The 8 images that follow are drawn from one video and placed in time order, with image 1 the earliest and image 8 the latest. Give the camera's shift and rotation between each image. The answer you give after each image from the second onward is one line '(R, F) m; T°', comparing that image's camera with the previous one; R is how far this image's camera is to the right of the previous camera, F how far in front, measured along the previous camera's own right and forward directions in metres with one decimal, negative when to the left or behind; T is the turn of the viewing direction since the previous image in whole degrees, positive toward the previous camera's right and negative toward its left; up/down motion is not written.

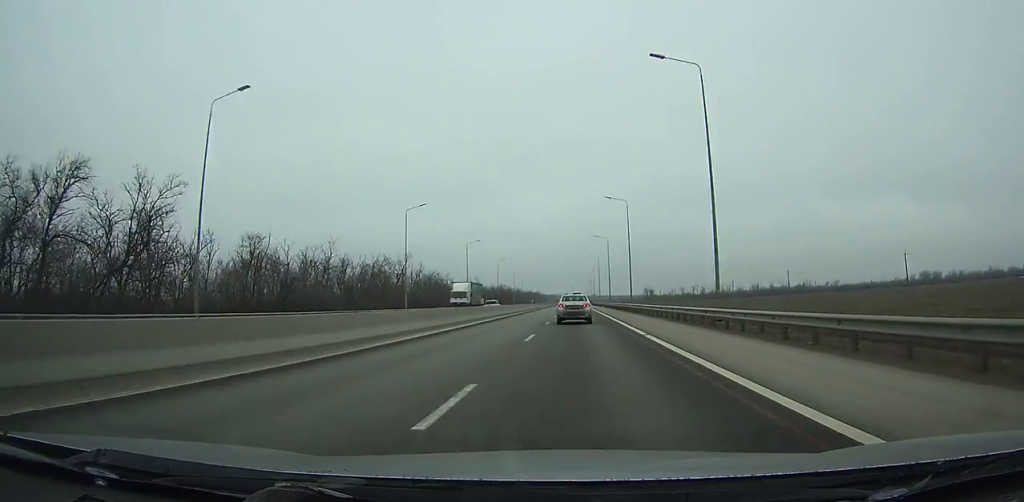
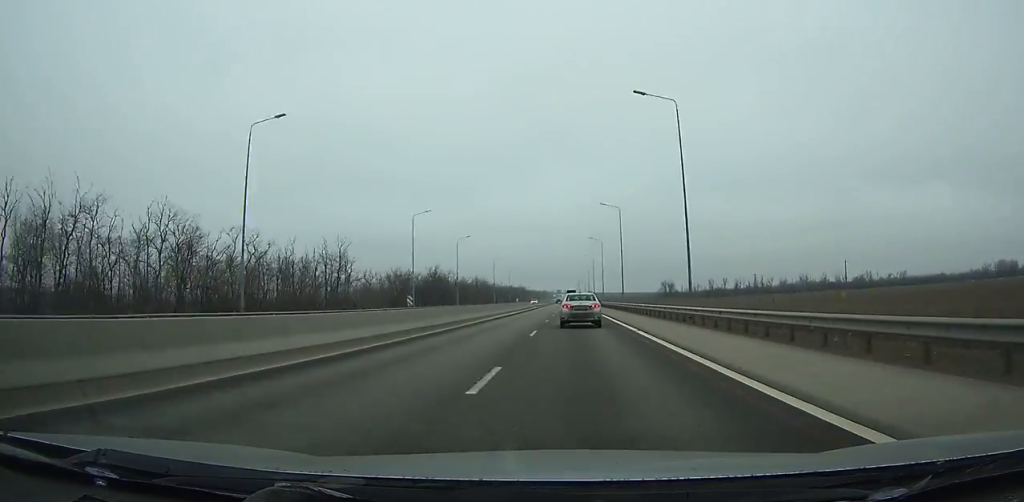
(-0.2, +116.4) m; 0°
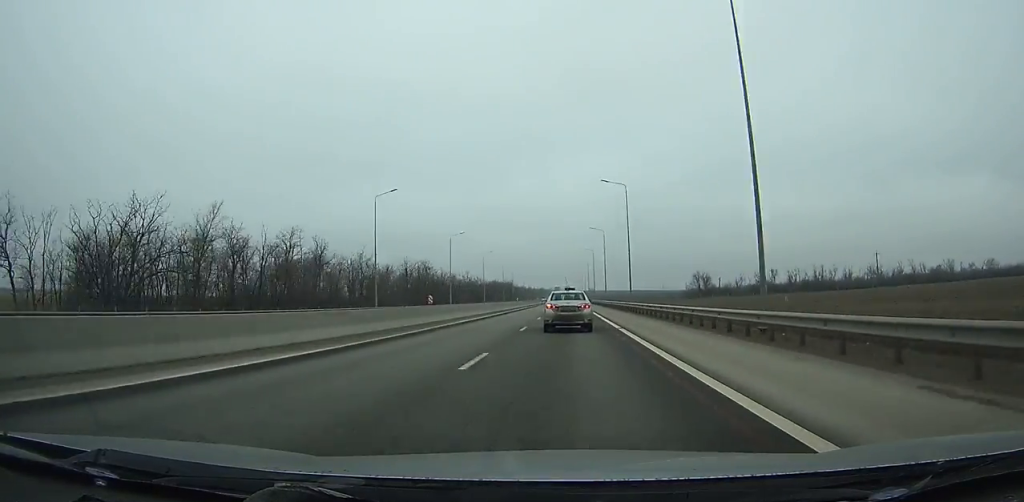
(+0.3, +93.5) m; 0°
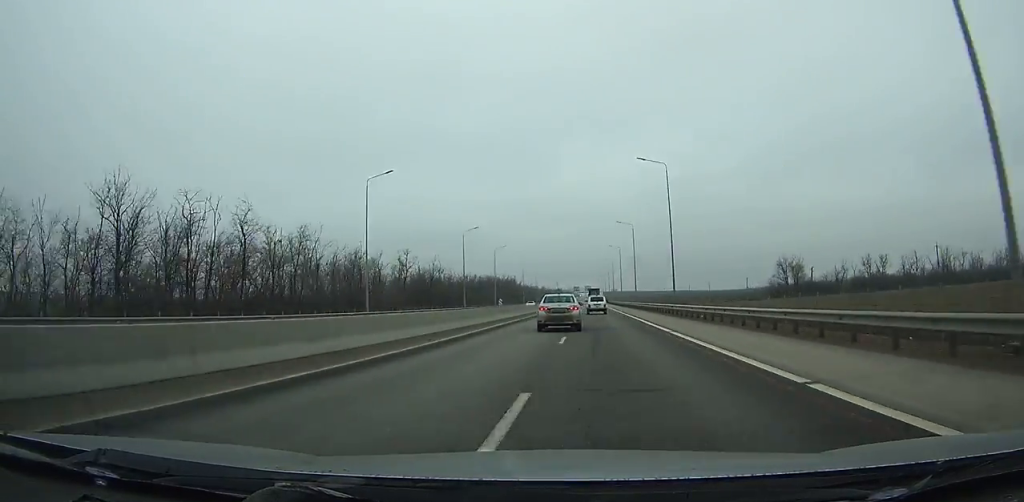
(-1.1, +92.4) m; 0°
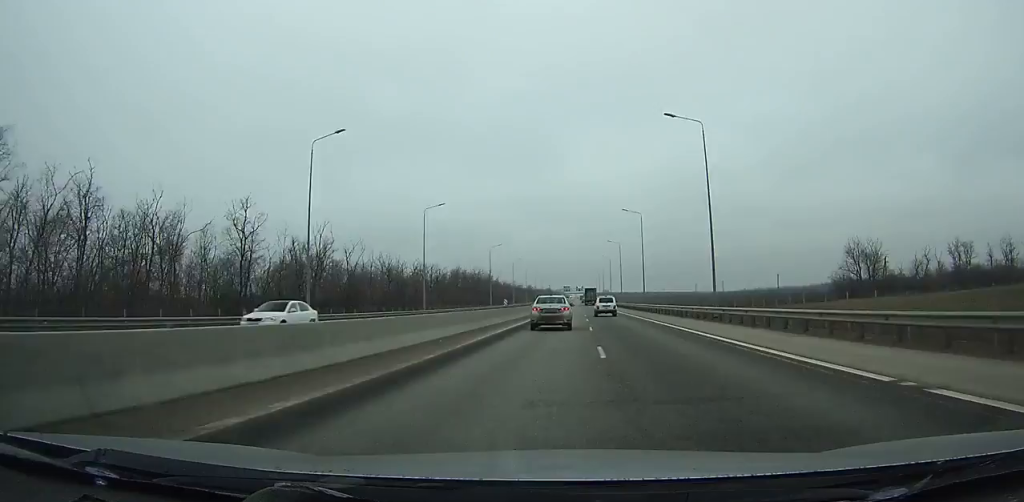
(+0.4, +53.7) m; 0°
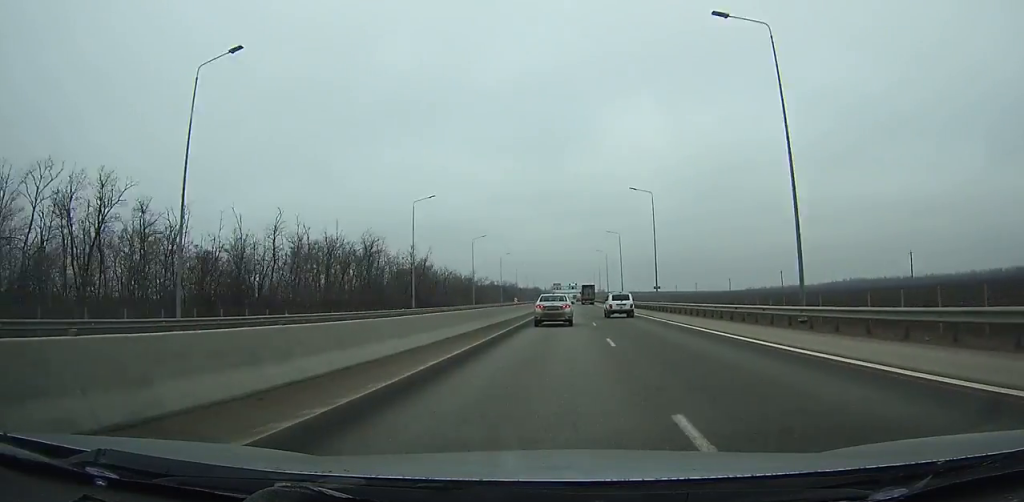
(+0.2, +94.5) m; 0°
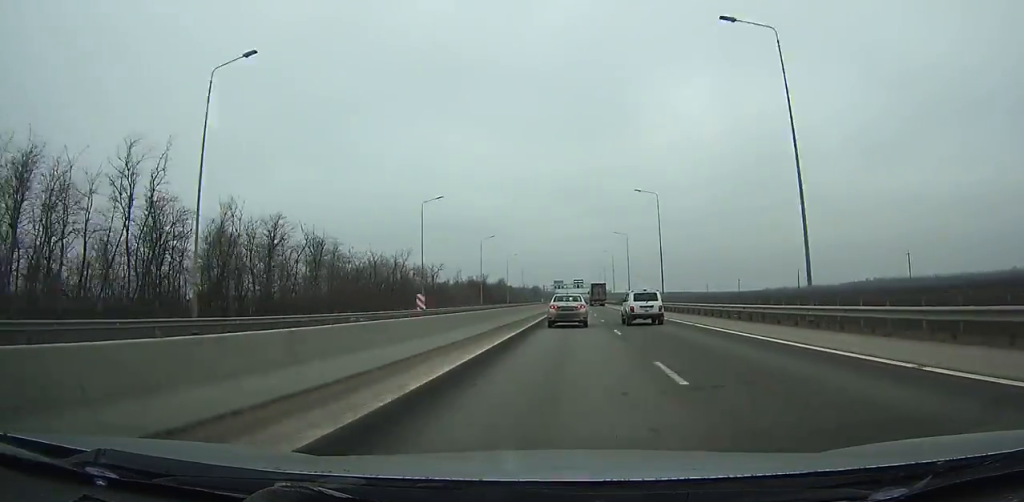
(-0.1, +78.8) m; 0°
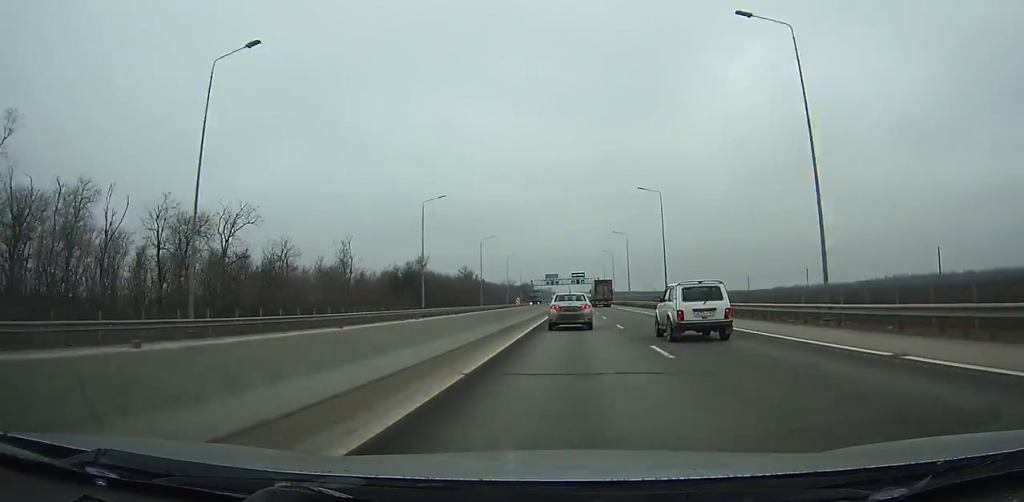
(+0.2, +79.5) m; 0°
